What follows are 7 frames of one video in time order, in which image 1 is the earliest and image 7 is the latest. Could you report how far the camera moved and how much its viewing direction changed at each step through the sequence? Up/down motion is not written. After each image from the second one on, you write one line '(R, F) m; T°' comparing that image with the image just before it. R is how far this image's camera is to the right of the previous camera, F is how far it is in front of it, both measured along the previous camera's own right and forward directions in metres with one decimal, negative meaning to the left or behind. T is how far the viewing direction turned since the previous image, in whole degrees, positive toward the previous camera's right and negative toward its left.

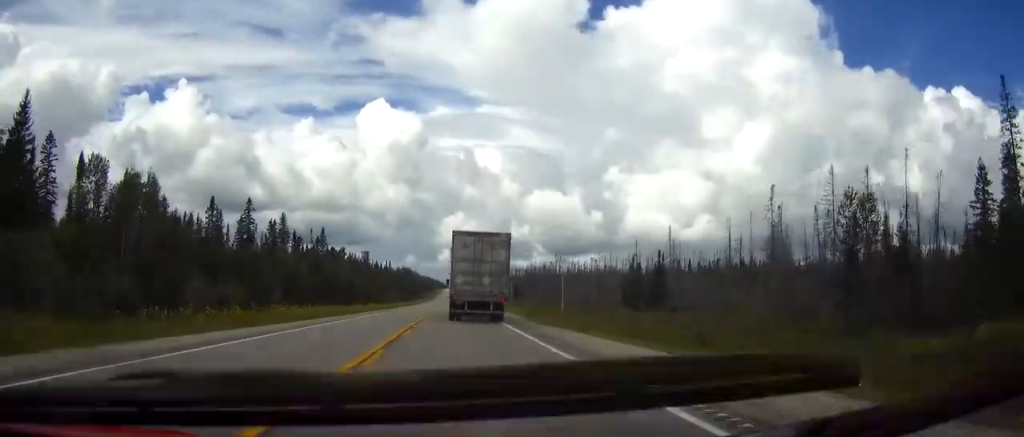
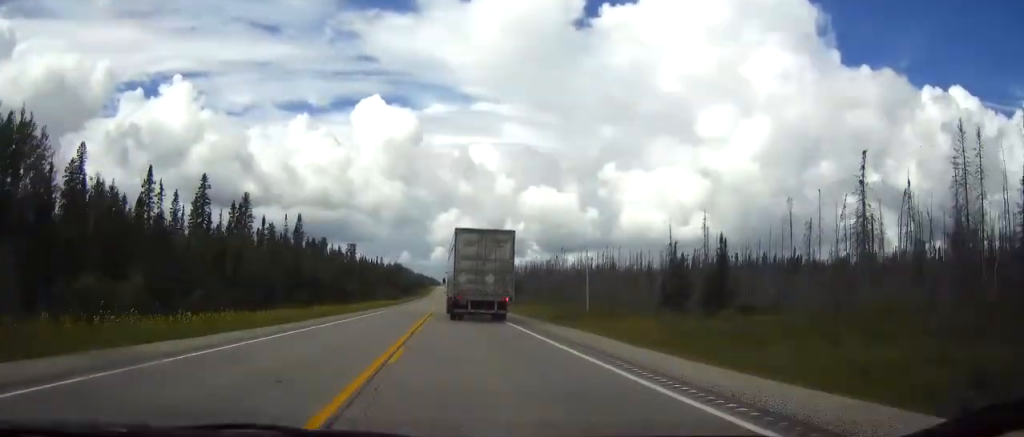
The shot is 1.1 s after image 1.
(-0.1, +26.6) m; 0°
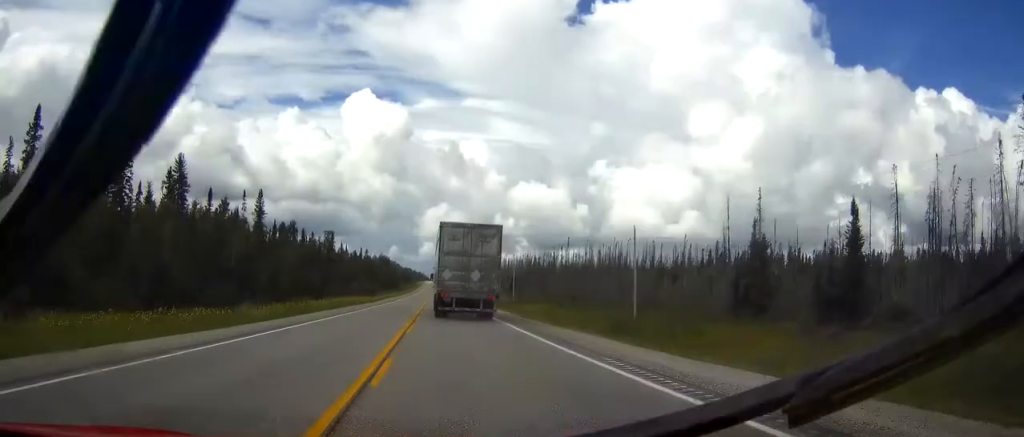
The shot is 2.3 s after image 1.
(-0.1, +30.8) m; 0°
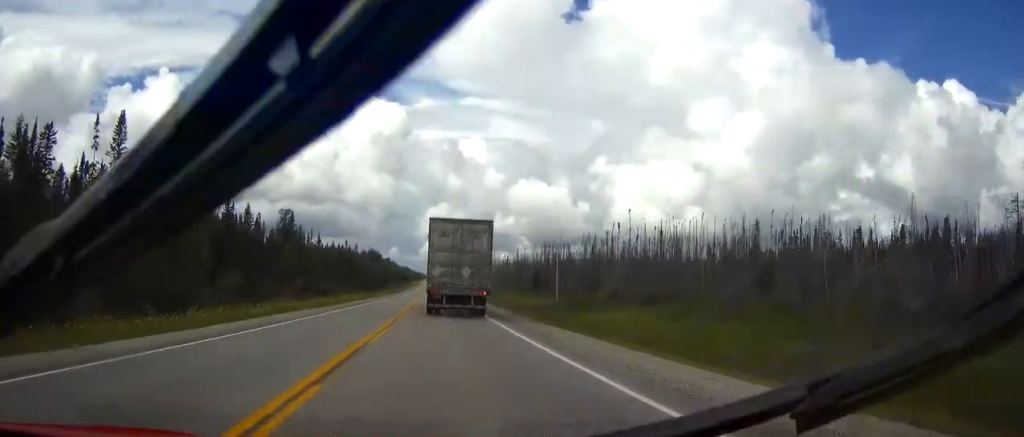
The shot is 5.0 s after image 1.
(+0.7, +70.4) m; +1°
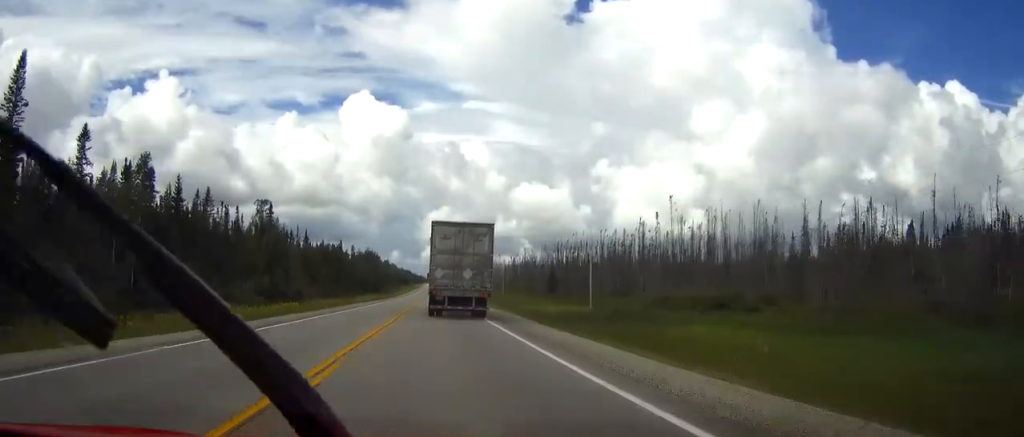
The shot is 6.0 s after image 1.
(-0.1, +25.9) m; 0°
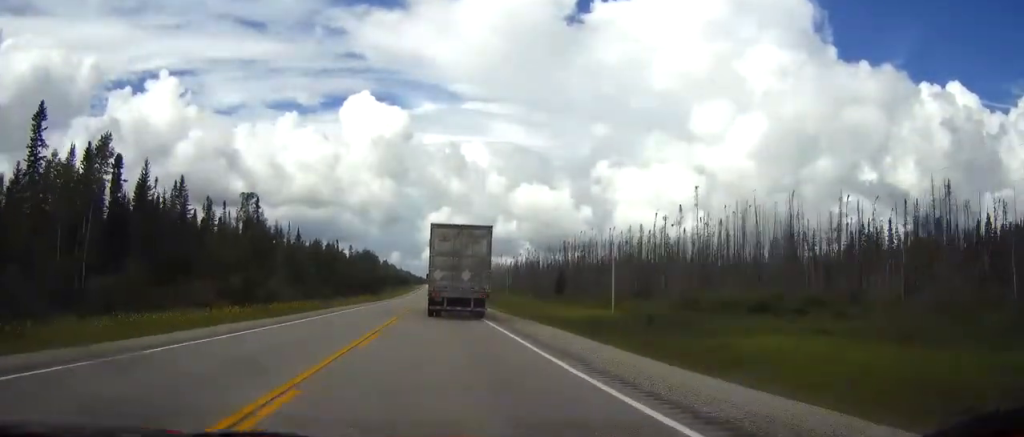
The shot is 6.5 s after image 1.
(0.0, +12.5) m; 0°
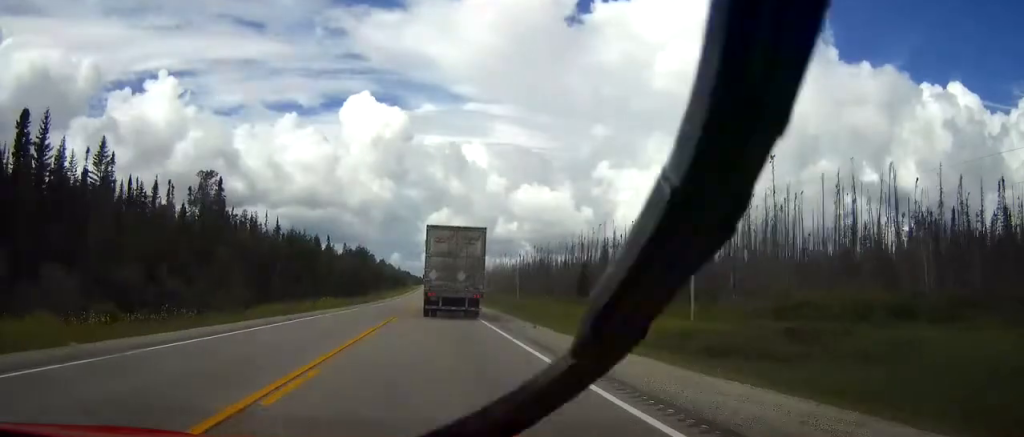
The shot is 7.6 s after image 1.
(0.0, +26.6) m; -1°
